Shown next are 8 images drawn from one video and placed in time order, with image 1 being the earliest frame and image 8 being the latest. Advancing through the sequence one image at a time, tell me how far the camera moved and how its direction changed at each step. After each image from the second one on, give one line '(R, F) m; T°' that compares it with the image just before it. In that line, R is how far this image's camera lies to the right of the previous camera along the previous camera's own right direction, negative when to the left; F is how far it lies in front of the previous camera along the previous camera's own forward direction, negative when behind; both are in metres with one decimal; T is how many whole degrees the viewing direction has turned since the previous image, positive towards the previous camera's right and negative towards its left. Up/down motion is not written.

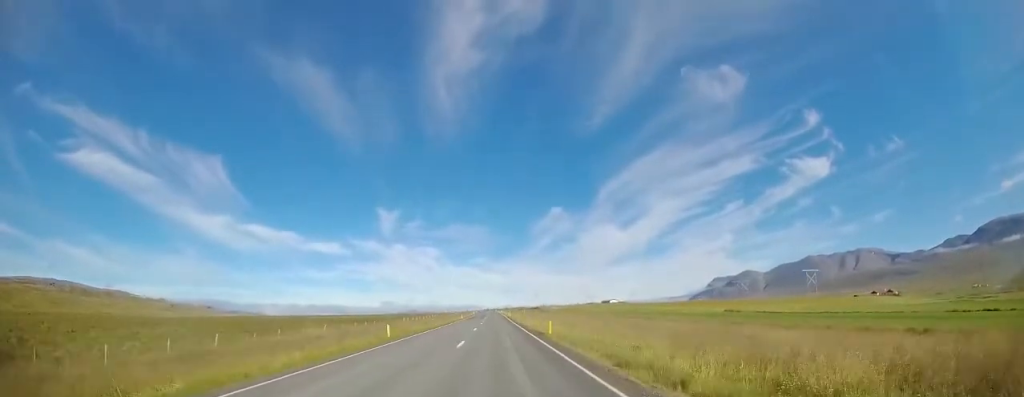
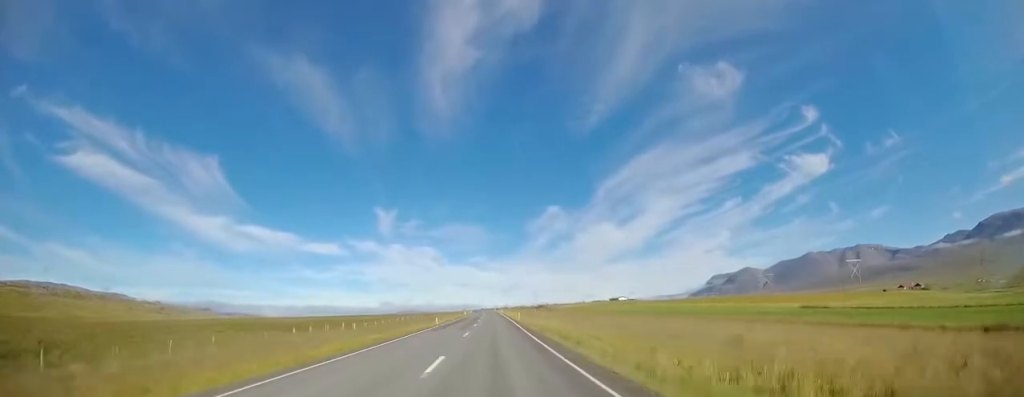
(+0.2, +29.6) m; 0°
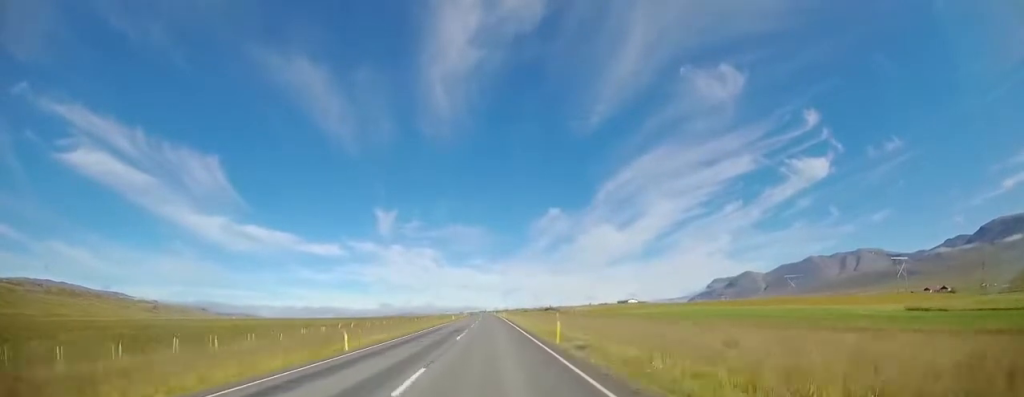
(-0.1, +26.5) m; 0°
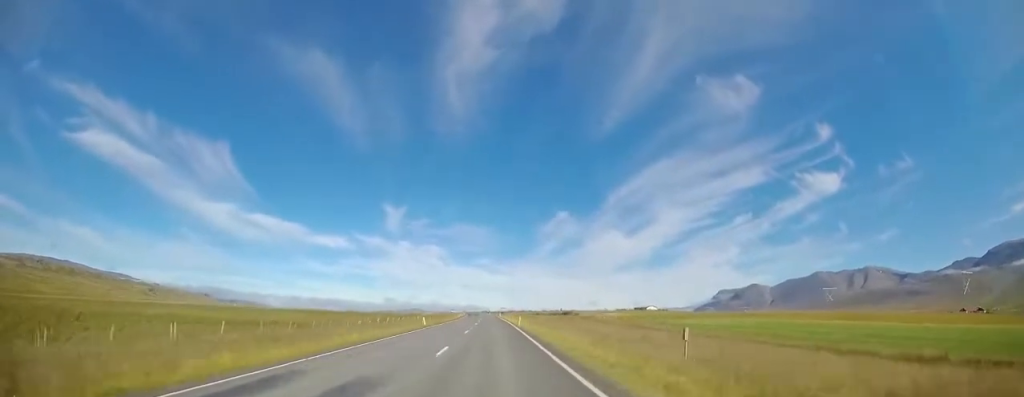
(-0.1, +30.5) m; -1°
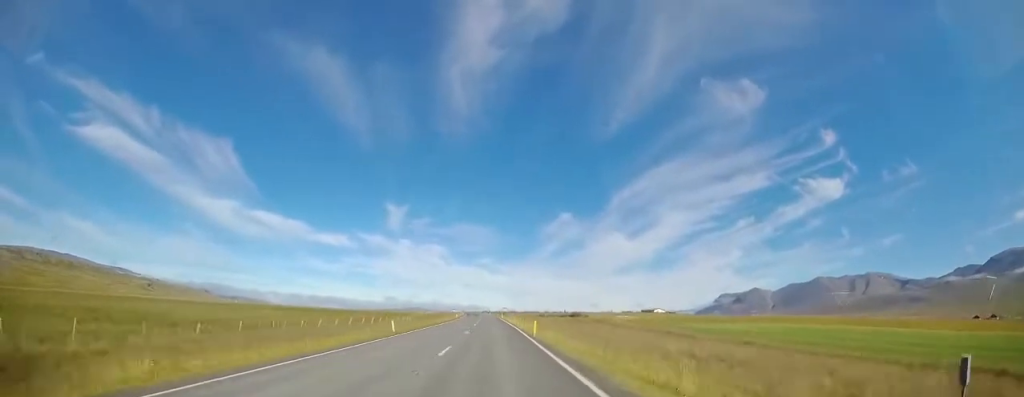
(-0.1, +11.8) m; -1°
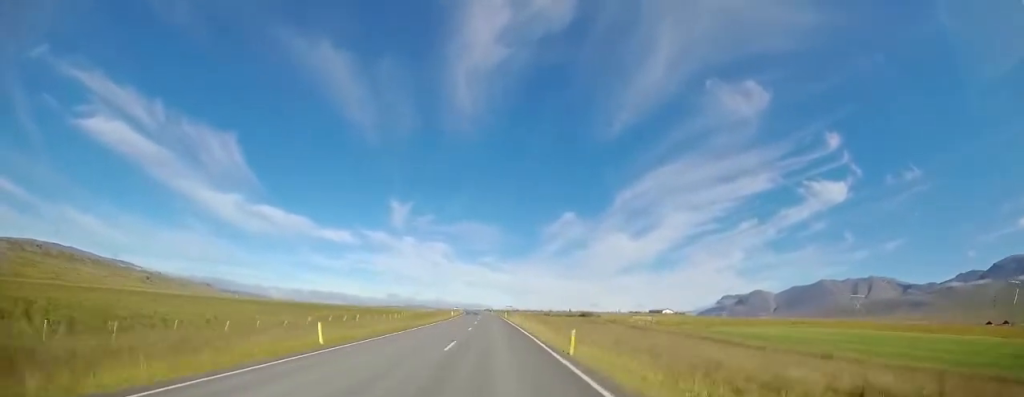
(0.0, +10.9) m; 0°
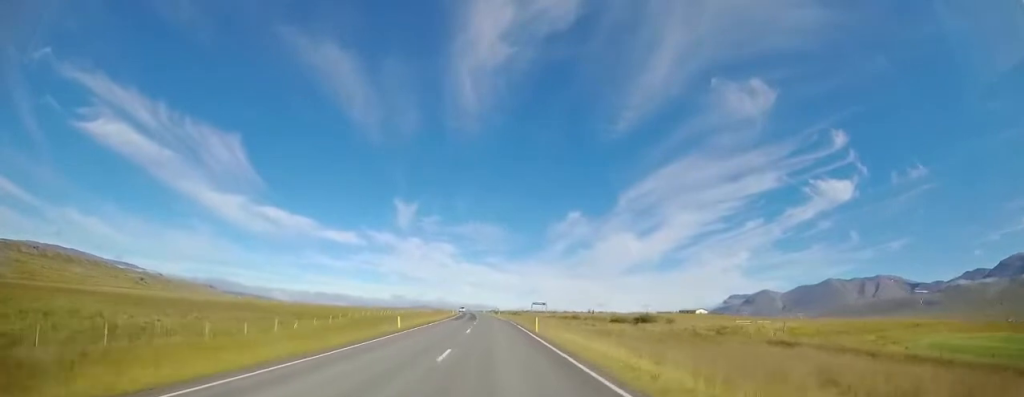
(0.0, +39.0) m; -1°
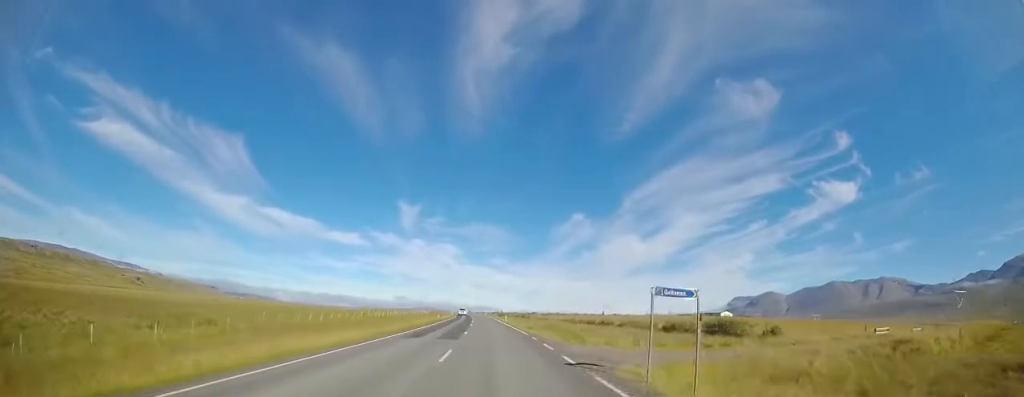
(-0.2, +24.2) m; -1°
